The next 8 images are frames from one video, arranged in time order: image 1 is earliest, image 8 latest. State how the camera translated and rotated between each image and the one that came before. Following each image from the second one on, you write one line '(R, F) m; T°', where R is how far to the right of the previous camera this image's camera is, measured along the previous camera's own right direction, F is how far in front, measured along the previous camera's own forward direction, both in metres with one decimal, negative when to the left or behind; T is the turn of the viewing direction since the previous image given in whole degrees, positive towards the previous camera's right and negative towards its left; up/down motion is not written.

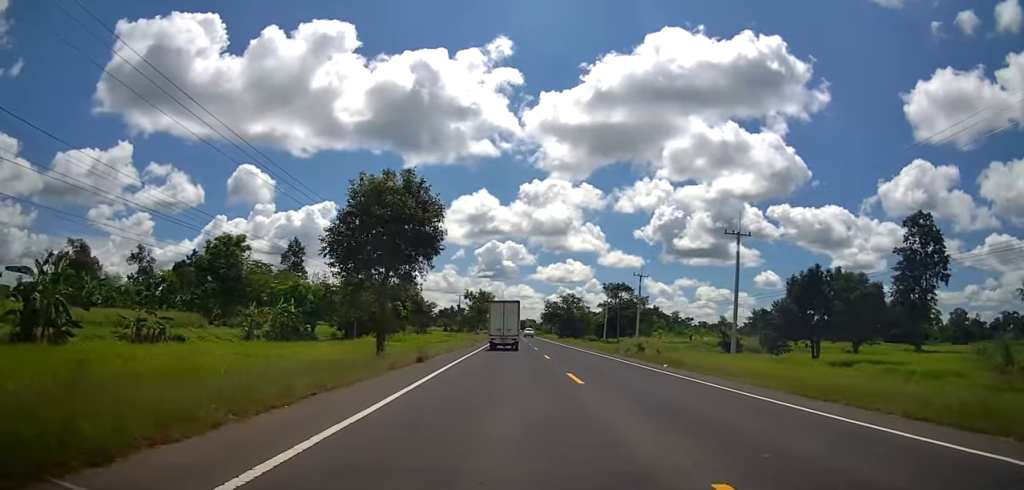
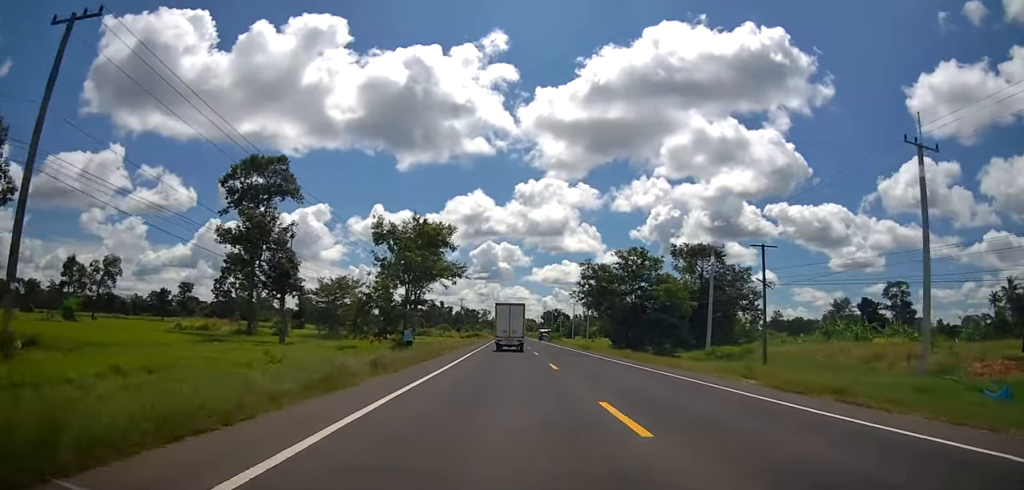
(-1.6, +66.9) m; 0°
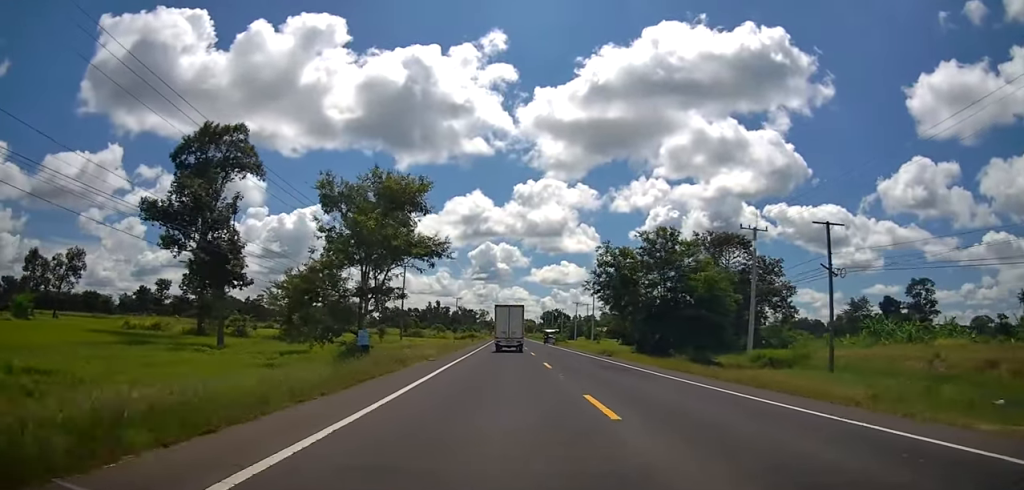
(+0.1, +10.6) m; +1°
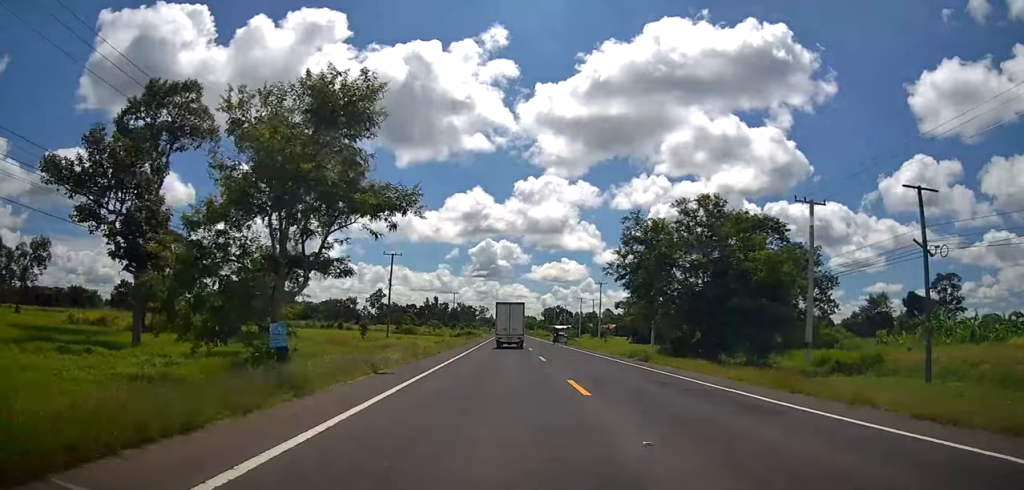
(0.0, +9.5) m; 0°
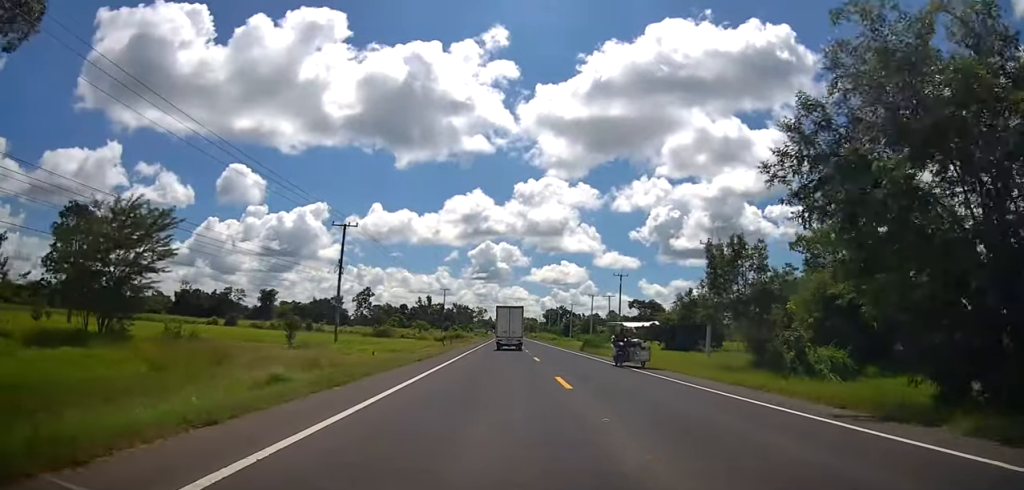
(-0.1, +22.2) m; -2°
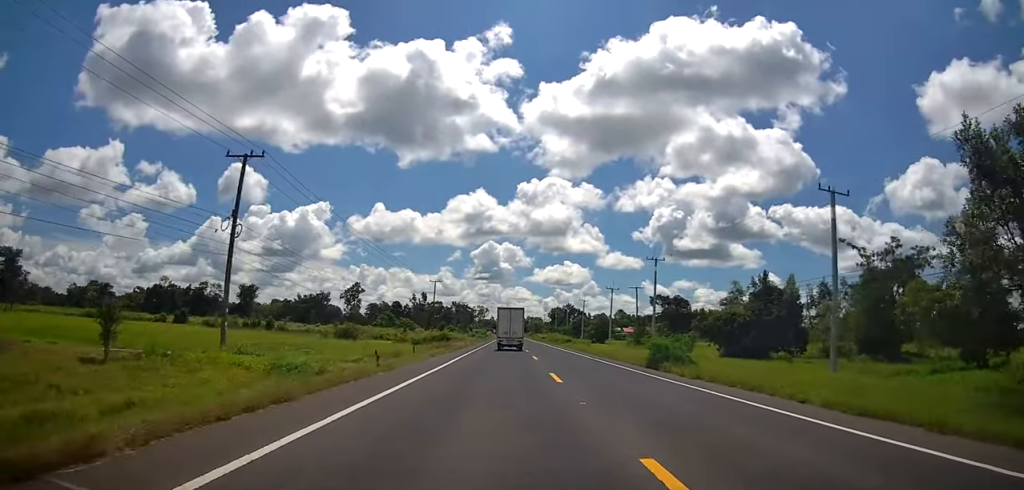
(-0.7, +22.0) m; 0°
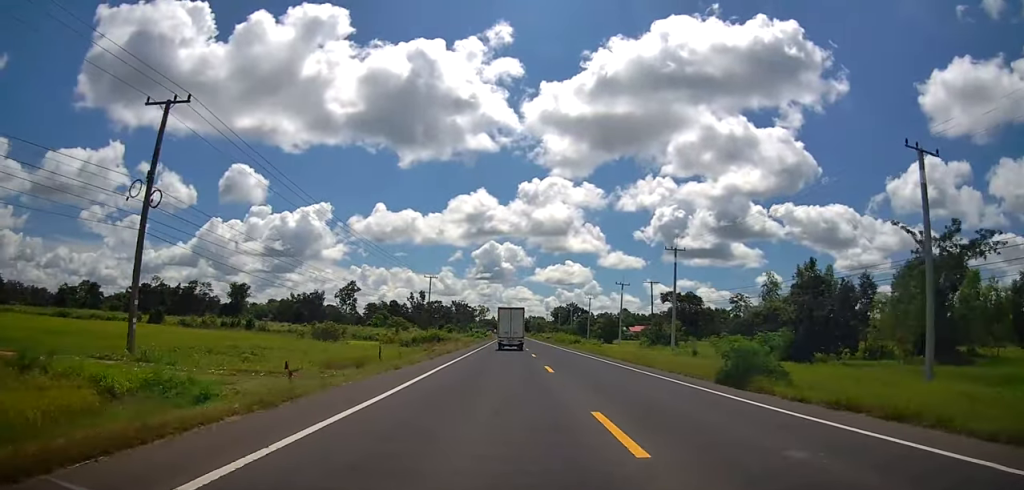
(+0.1, +8.7) m; +1°
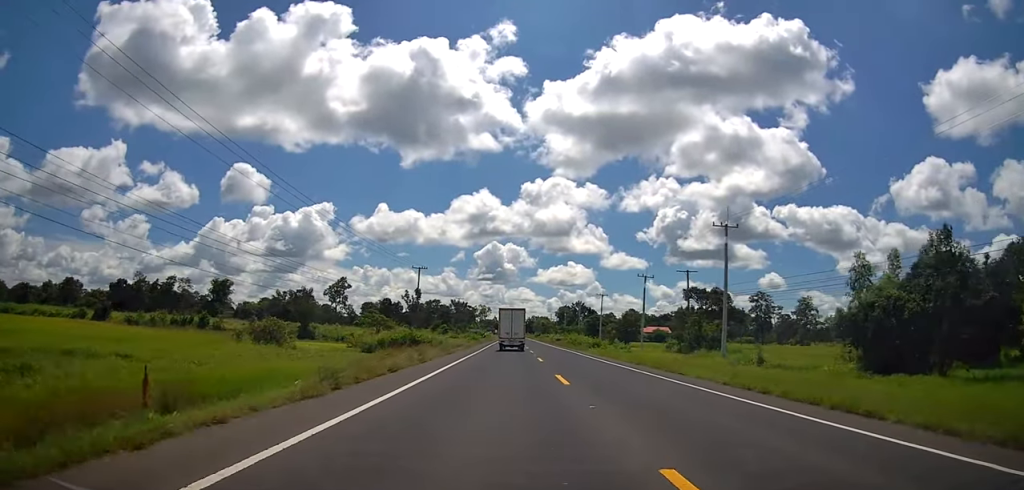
(+0.4, +15.7) m; +1°
